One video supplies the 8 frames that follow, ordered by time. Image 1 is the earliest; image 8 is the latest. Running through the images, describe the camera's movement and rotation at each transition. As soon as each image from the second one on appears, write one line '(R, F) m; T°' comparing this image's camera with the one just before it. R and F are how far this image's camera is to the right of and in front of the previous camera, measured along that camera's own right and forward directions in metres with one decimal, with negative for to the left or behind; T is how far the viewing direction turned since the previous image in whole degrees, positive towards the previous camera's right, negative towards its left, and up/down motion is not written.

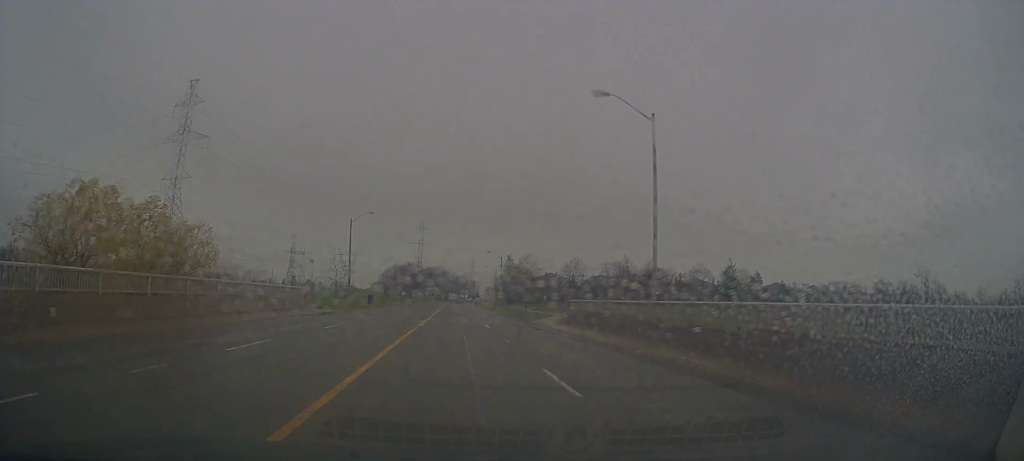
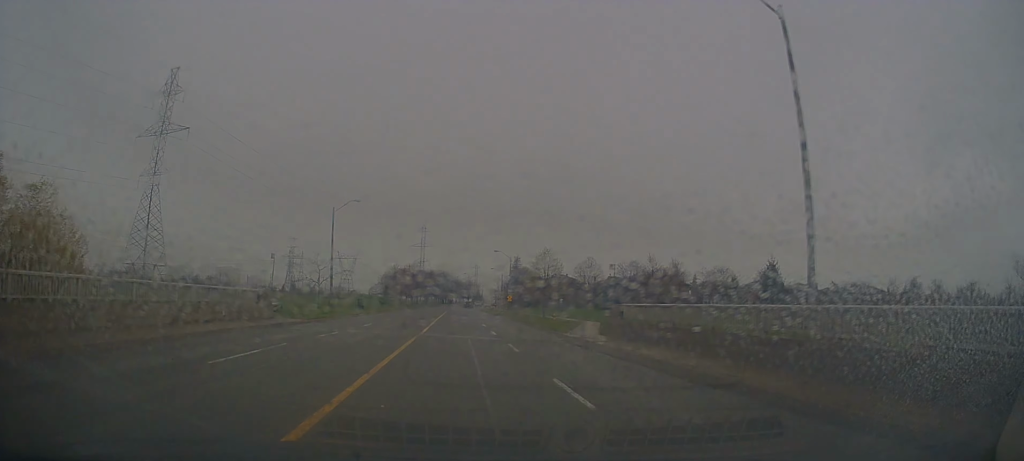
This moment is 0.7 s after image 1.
(0.0, +10.1) m; +1°
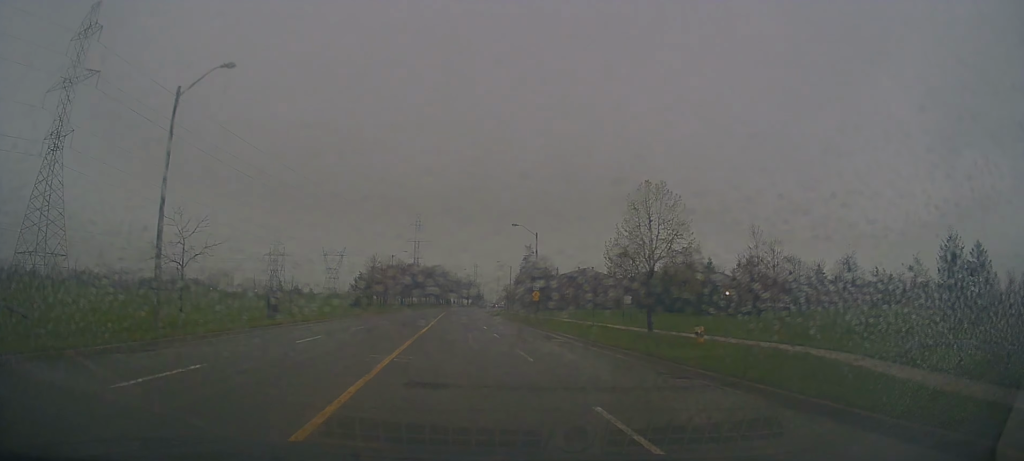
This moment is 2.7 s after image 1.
(+1.0, +29.8) m; 0°
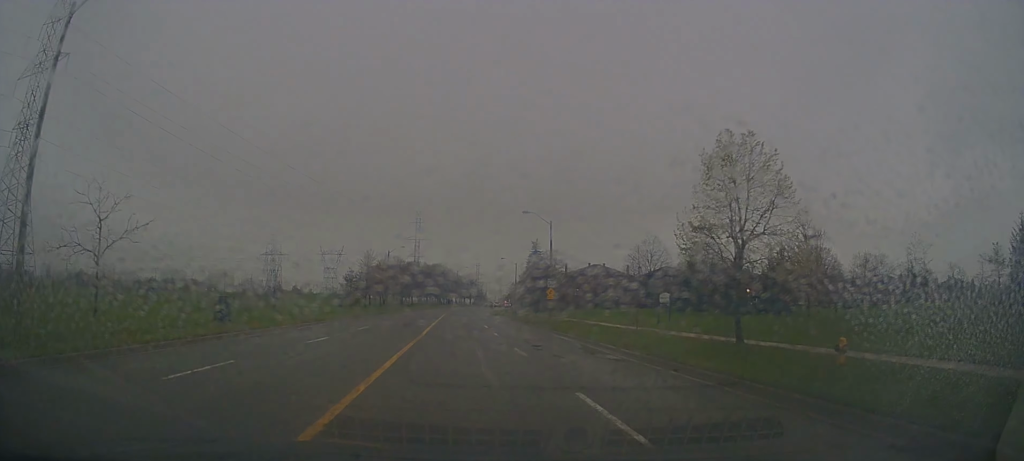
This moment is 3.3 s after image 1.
(-0.5, +8.0) m; -2°
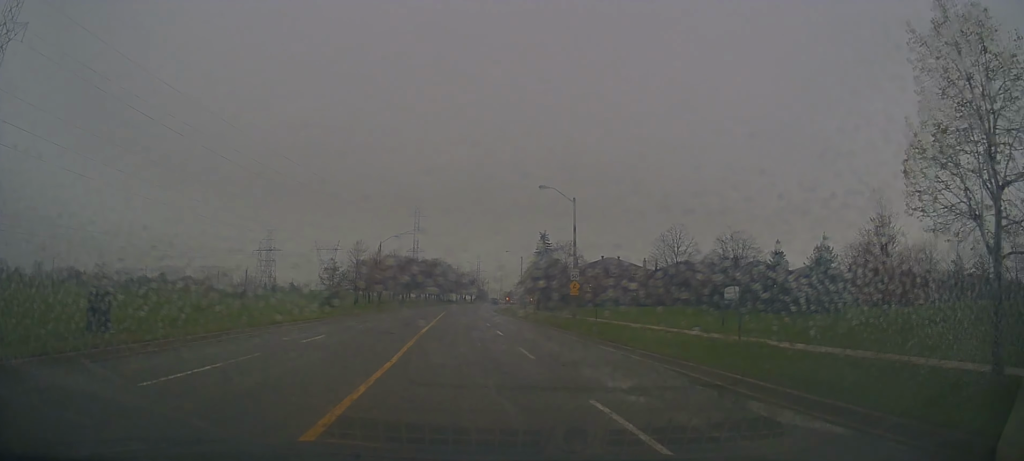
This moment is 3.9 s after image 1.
(+0.1, +9.6) m; +1°
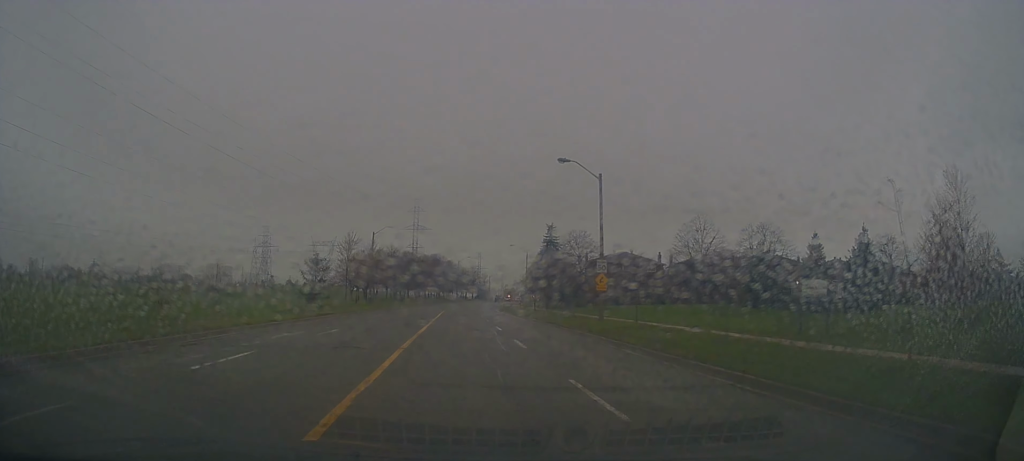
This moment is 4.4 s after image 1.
(+0.1, +7.4) m; +1°
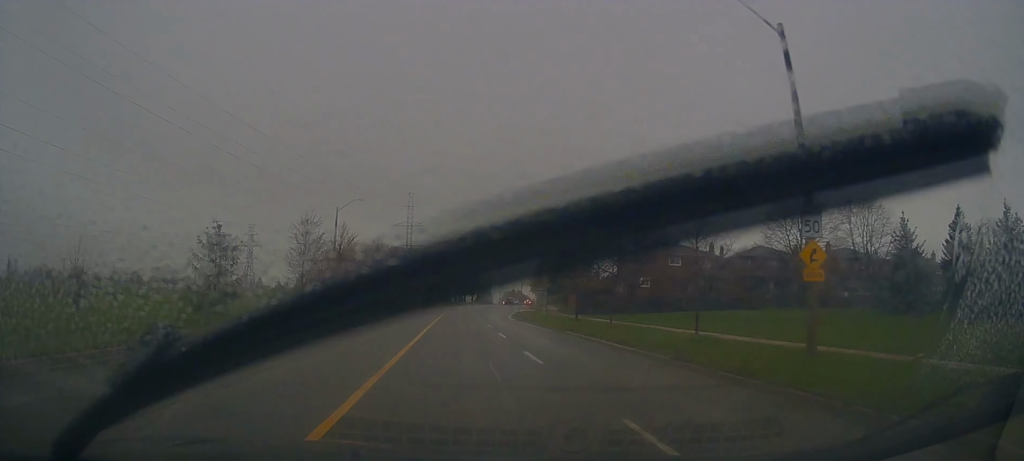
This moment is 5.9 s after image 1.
(+0.6, +21.1) m; +1°
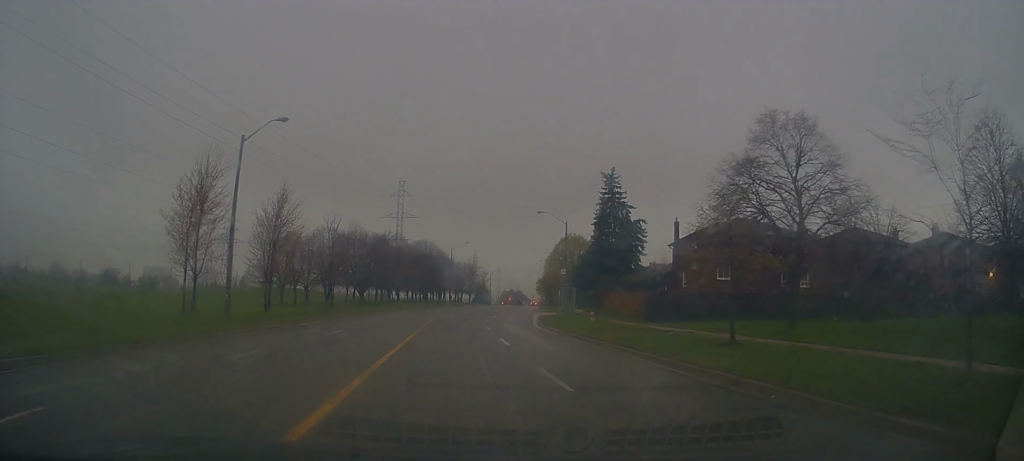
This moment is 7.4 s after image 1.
(-0.6, +22.0) m; -3°
